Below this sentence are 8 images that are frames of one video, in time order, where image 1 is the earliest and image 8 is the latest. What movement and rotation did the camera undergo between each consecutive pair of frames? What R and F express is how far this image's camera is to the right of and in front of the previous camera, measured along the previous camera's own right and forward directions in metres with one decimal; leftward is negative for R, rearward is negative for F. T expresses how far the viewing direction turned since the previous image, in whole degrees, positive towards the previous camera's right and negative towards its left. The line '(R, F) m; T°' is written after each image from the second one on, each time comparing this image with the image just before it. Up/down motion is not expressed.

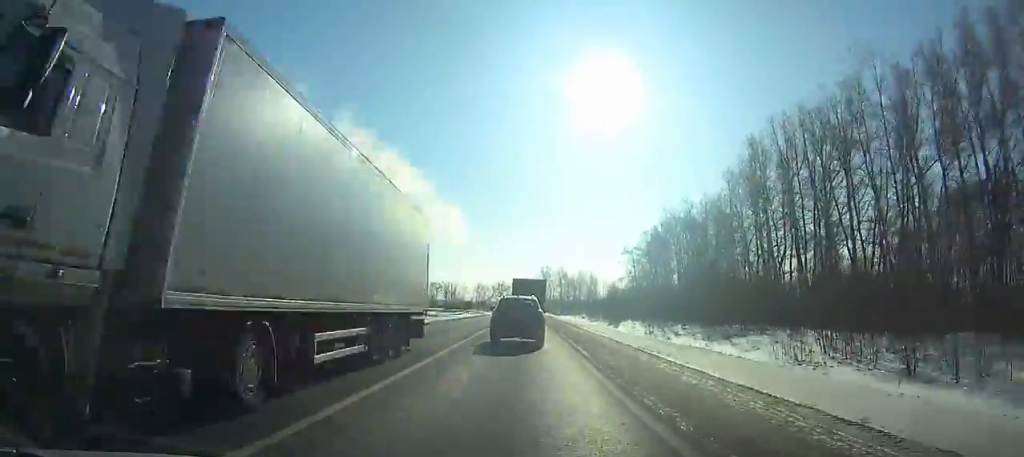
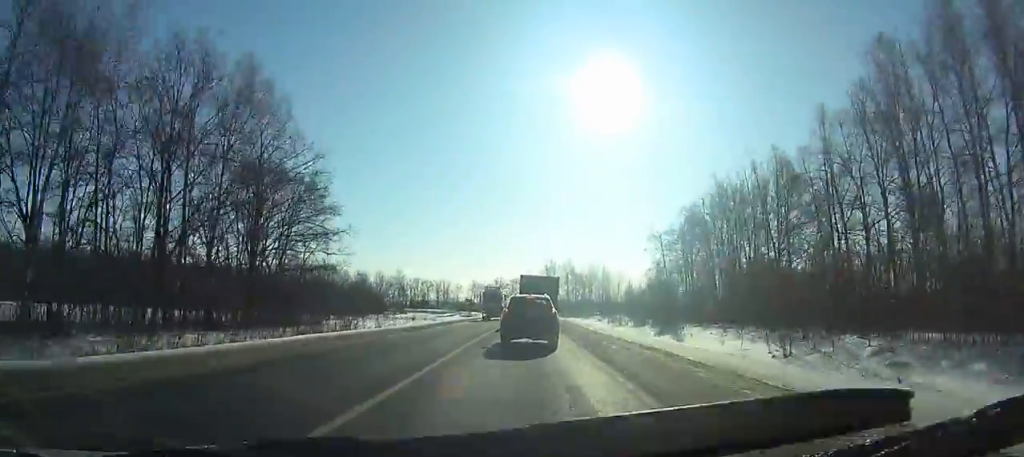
(0.0, +34.6) m; 0°
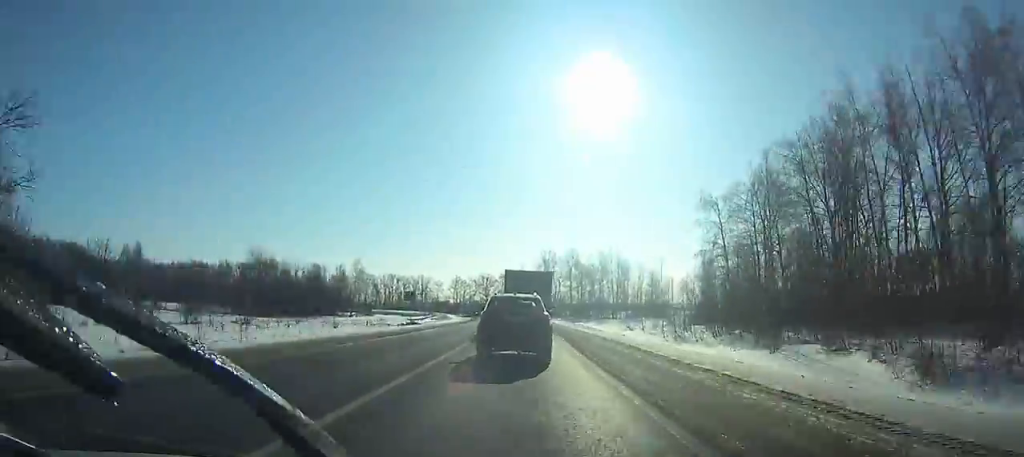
(-0.1, +44.6) m; 0°
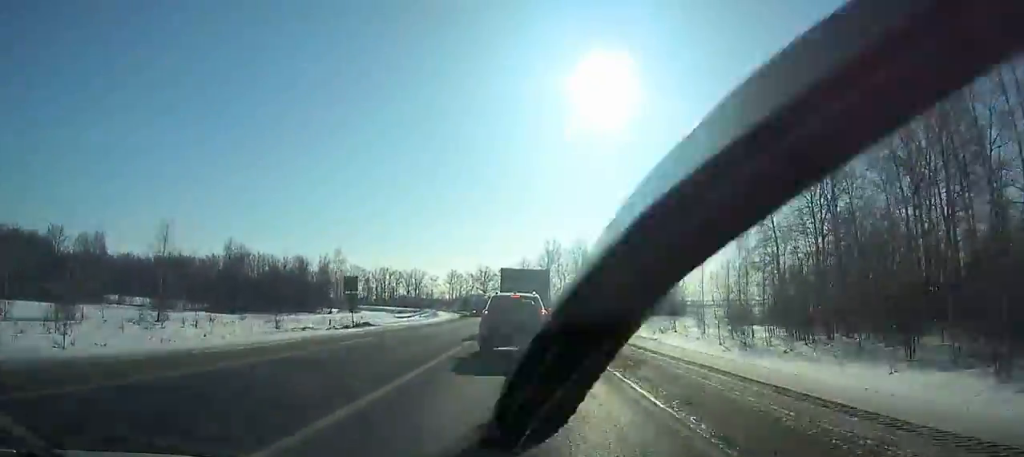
(+0.2, +20.3) m; 0°
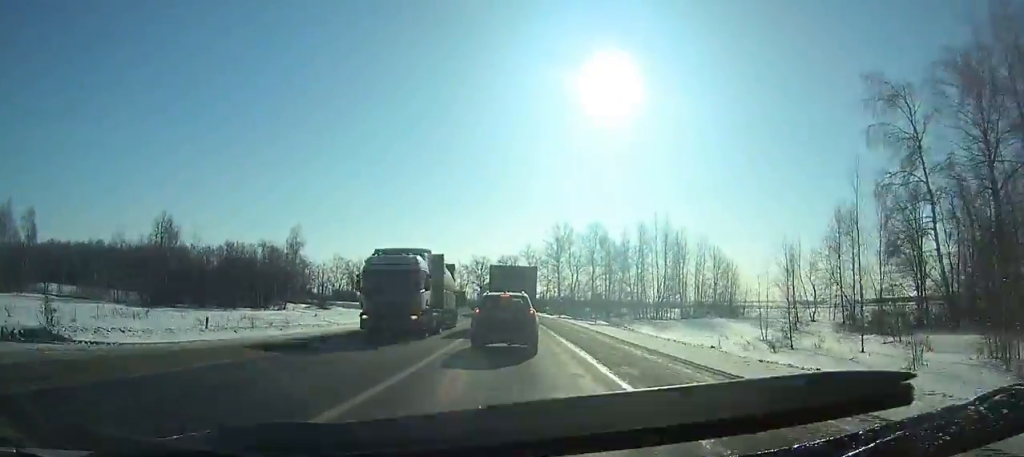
(+0.1, +33.1) m; -1°
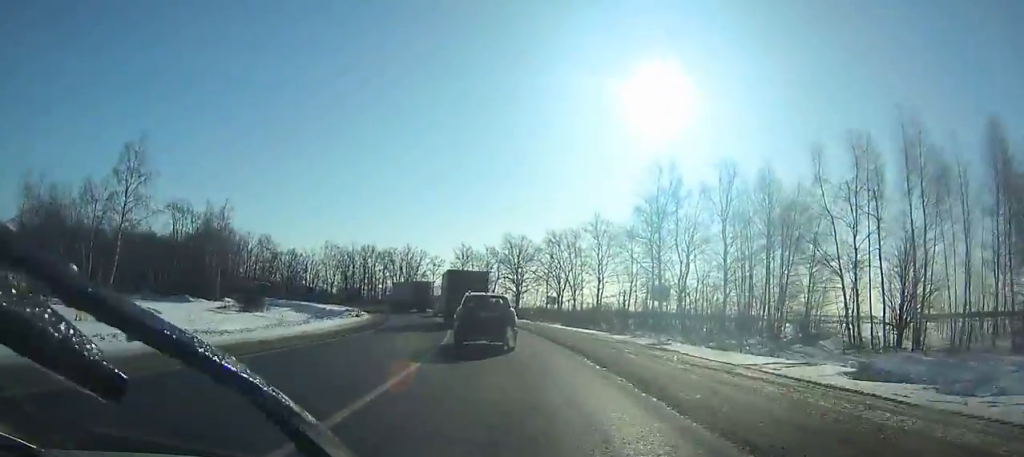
(-2.2, +68.2) m; -5°
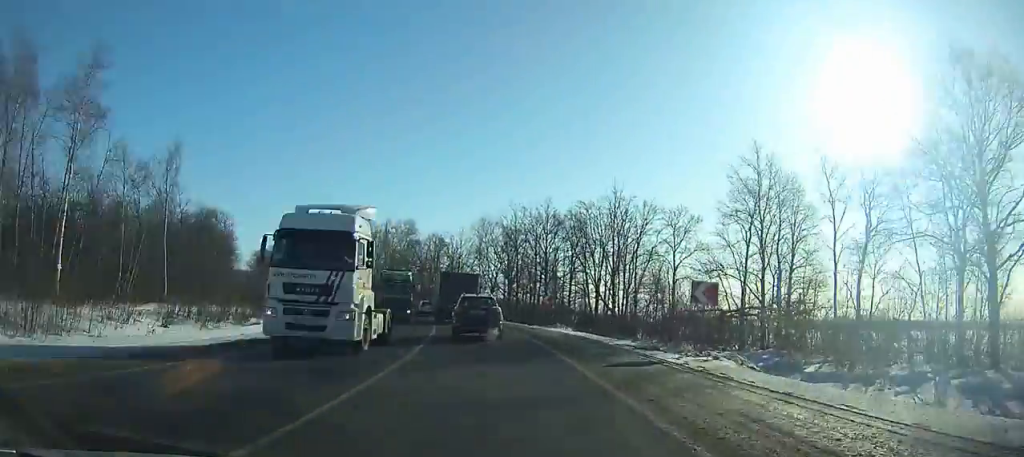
(-10.2, +76.3) m; -19°
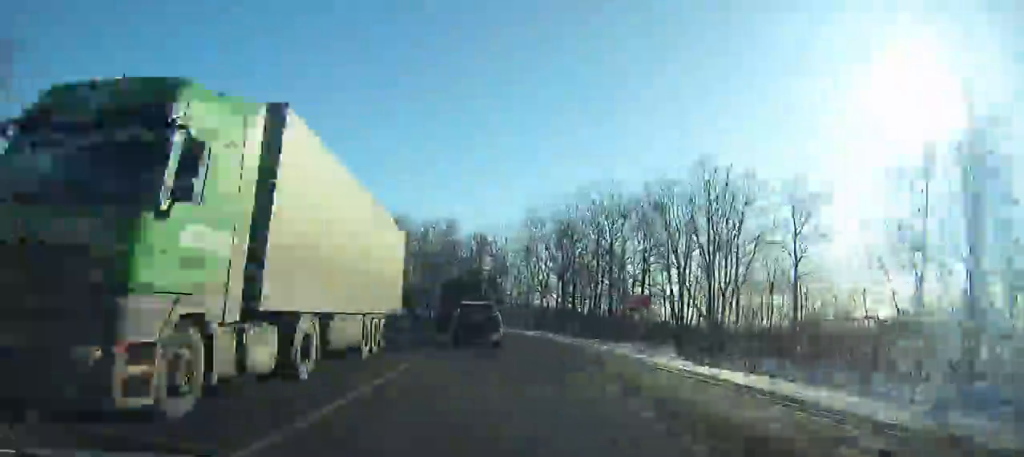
(-1.5, +17.5) m; -5°
